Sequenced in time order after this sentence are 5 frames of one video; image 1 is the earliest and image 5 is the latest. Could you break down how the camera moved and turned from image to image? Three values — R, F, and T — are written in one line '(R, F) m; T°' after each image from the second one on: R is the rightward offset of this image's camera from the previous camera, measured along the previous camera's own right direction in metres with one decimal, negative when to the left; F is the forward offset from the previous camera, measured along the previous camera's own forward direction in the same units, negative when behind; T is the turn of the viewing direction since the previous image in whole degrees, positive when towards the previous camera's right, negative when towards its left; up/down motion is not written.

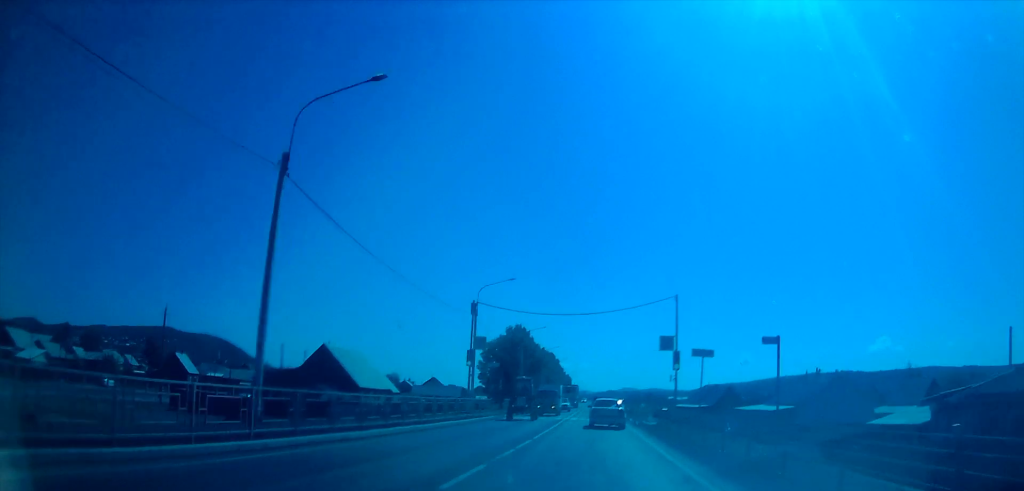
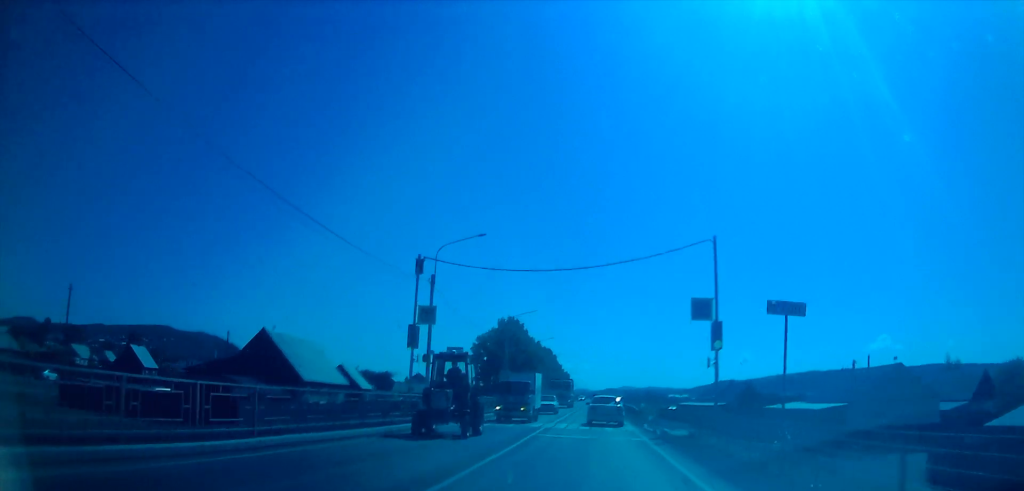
(0.0, +14.3) m; 0°
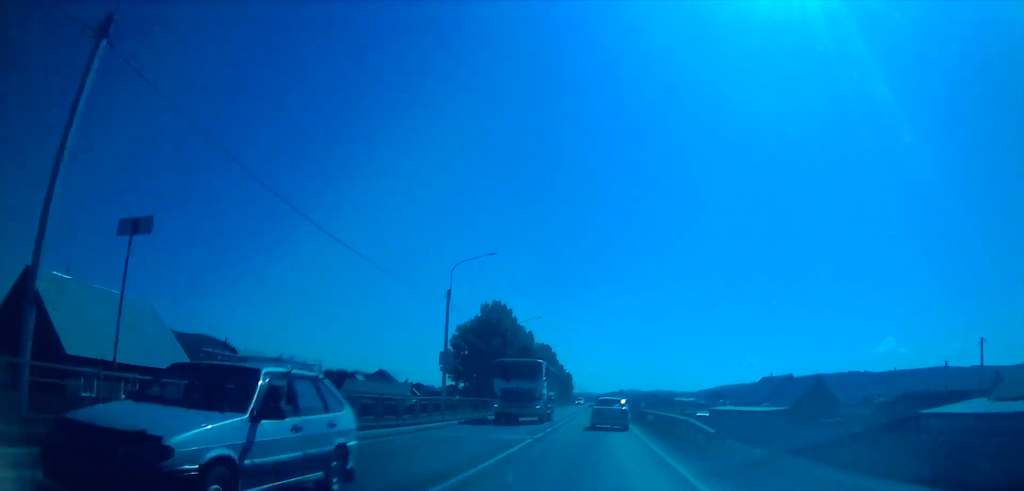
(0.0, +30.5) m; 0°
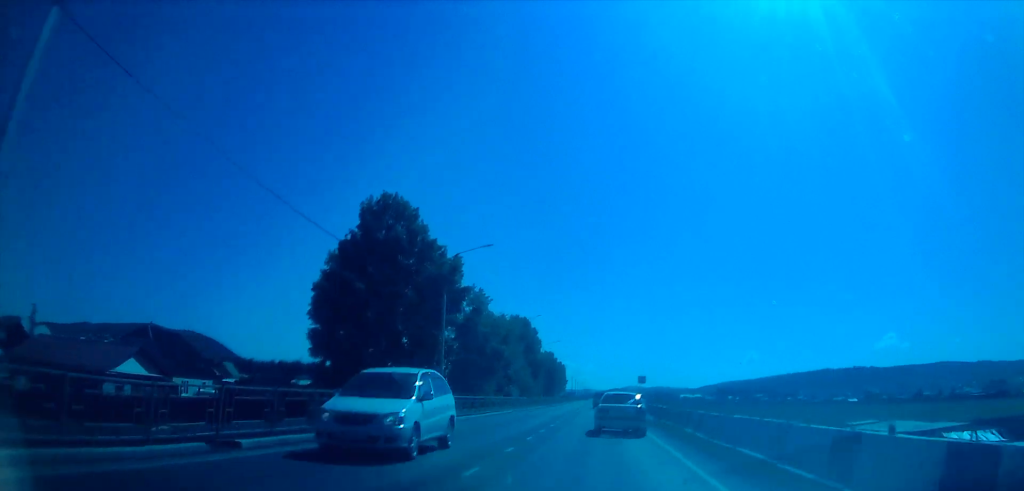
(-0.3, +70.2) m; 0°
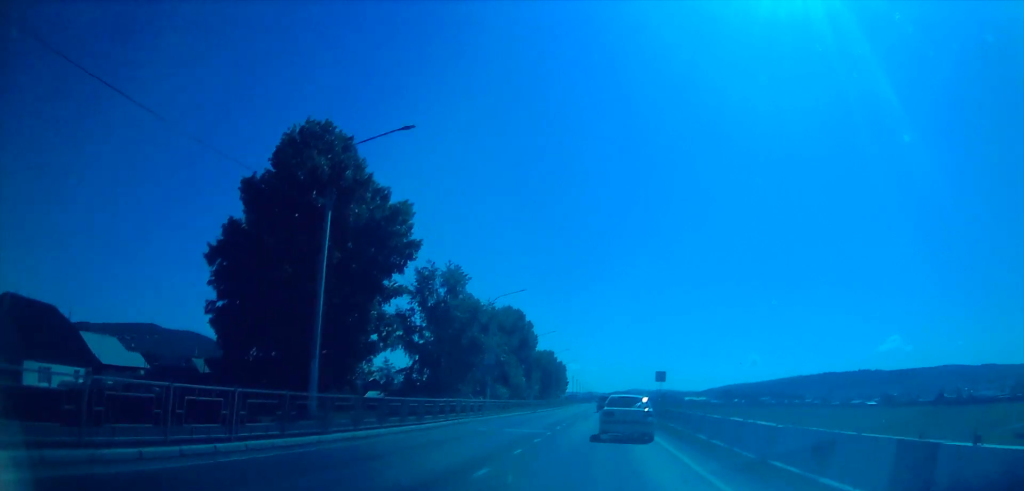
(0.0, +19.9) m; 0°
